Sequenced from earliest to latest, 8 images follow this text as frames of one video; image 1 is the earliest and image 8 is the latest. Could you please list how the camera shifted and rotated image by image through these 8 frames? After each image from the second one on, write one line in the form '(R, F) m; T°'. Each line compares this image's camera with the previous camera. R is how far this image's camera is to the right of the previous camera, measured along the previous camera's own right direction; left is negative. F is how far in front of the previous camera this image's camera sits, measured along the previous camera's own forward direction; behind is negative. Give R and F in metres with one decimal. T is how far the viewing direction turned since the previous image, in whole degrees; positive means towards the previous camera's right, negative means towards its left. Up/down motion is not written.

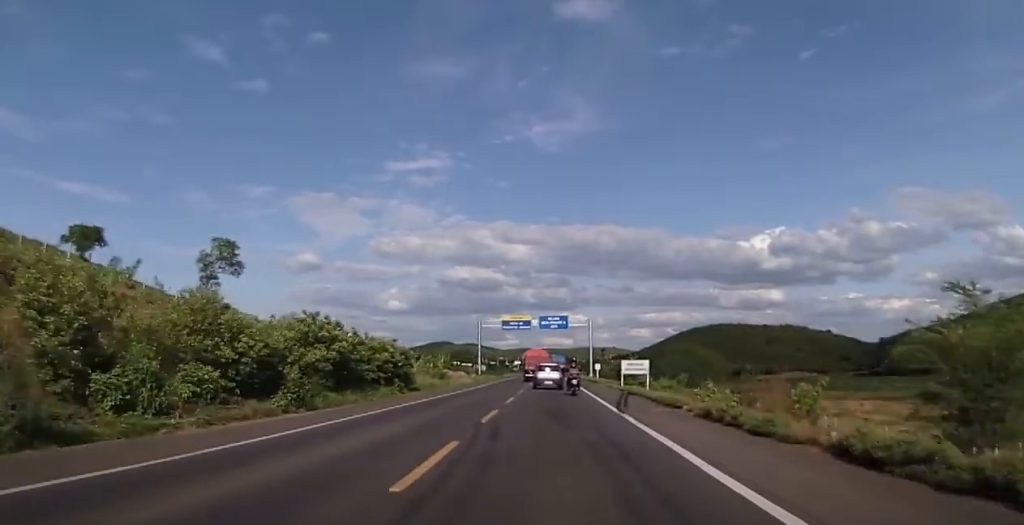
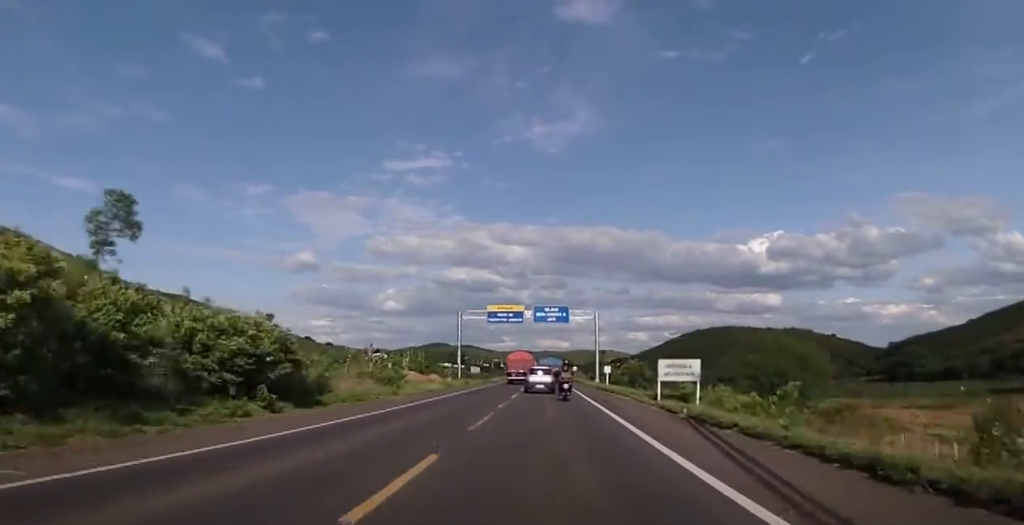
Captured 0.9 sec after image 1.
(+0.2, +18.1) m; +3°
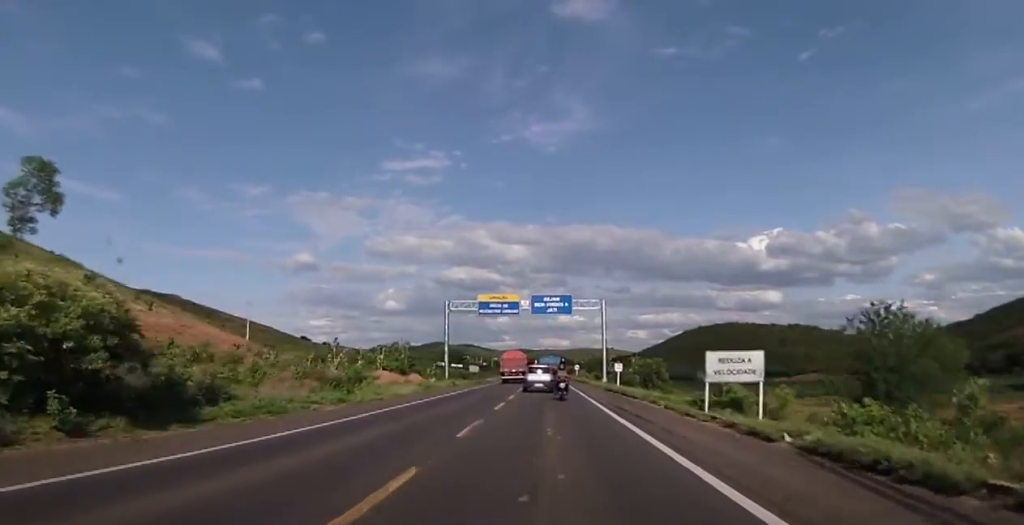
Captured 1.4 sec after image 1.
(+0.4, +9.8) m; 0°
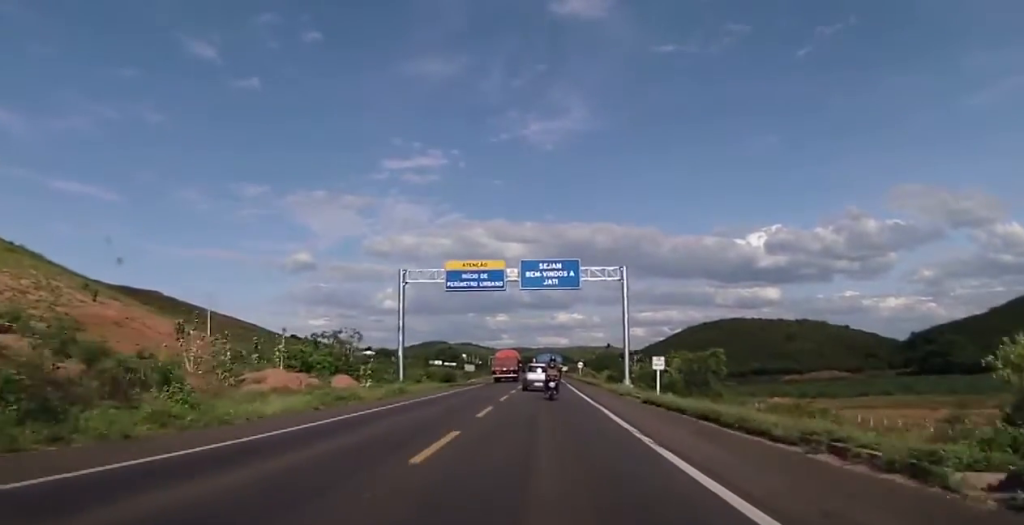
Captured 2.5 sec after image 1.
(-0.1, +20.1) m; -1°
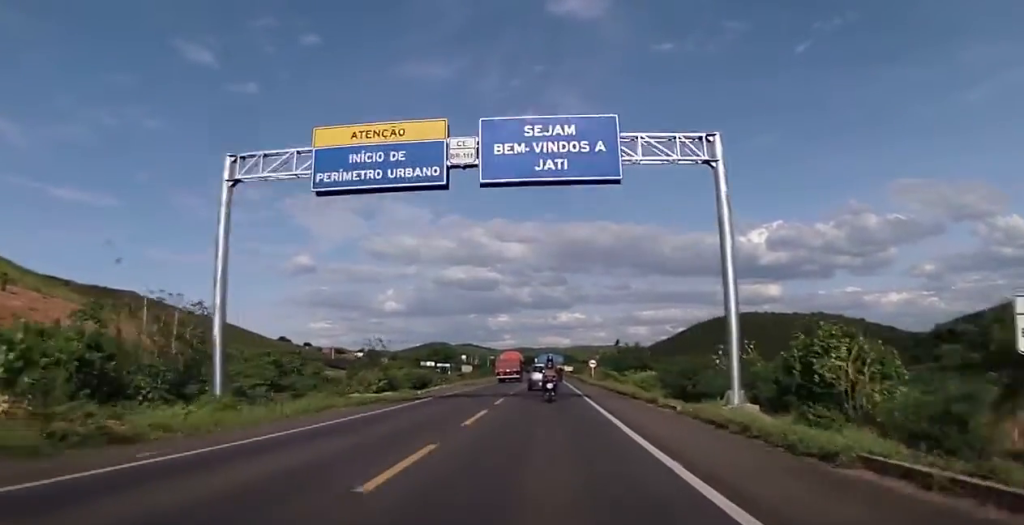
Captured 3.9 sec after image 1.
(-0.2, +27.2) m; 0°
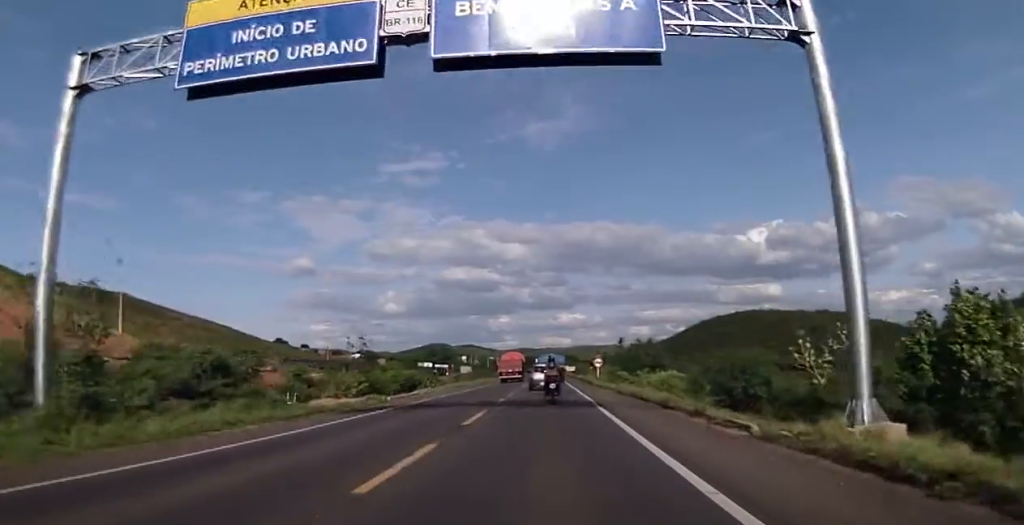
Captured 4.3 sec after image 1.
(0.0, +8.5) m; -1°
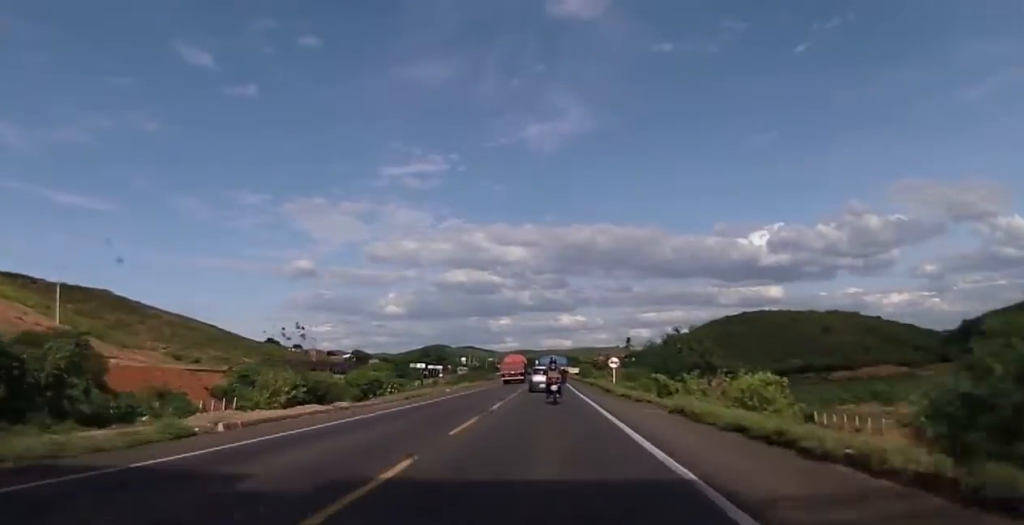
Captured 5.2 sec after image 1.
(-0.2, +18.4) m; -1°
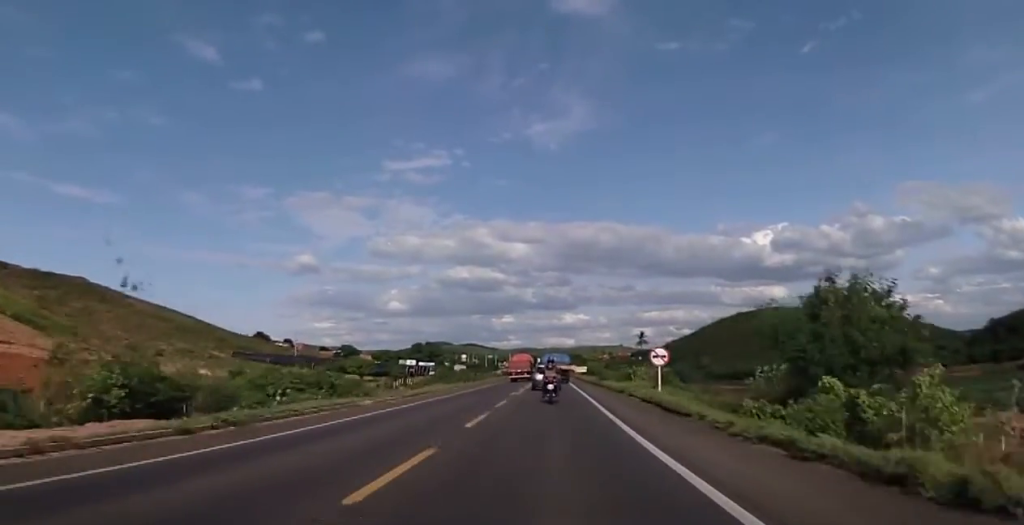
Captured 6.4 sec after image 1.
(-0.1, +24.0) m; 0°
